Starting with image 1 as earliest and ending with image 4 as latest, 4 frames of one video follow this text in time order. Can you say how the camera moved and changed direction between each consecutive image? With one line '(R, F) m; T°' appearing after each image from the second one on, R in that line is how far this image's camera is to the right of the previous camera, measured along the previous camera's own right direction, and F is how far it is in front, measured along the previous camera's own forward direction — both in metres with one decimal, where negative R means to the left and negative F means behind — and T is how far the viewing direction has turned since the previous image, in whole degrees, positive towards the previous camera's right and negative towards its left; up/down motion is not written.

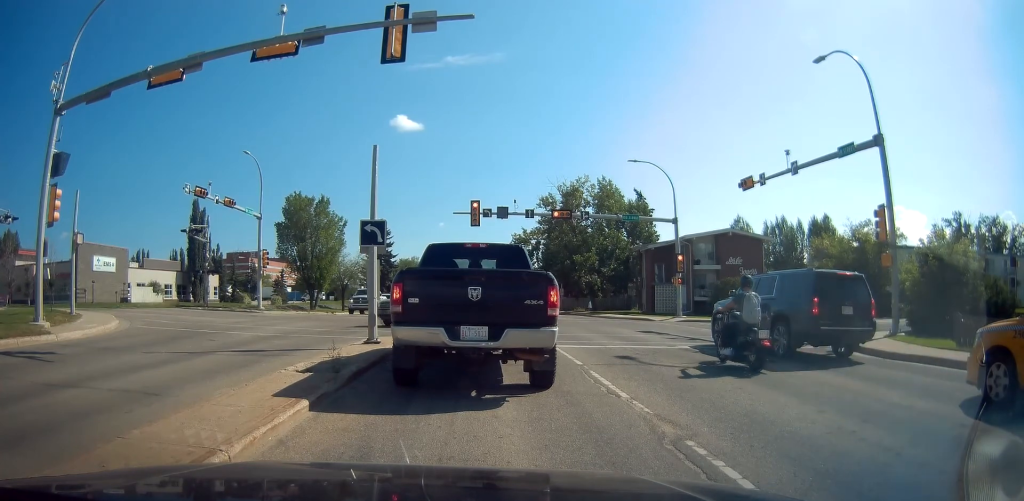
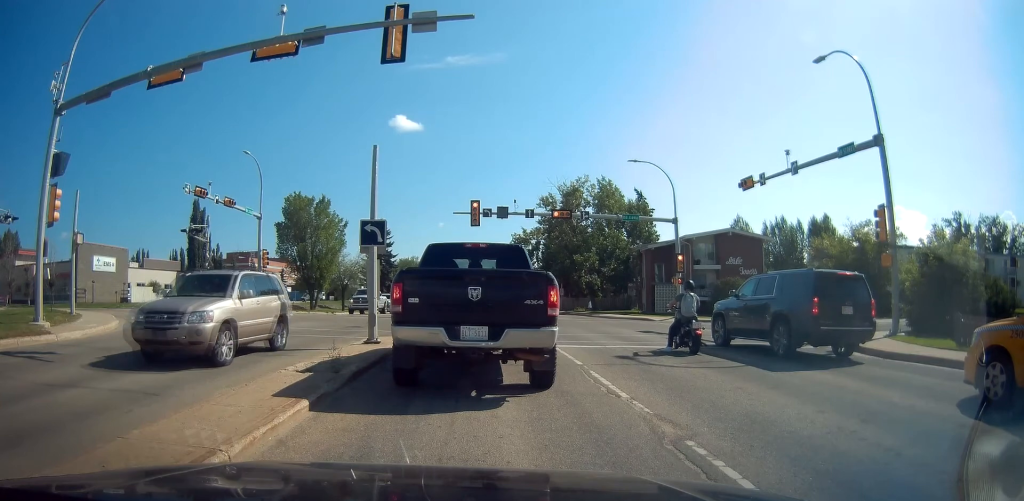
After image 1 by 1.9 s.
(0.0, 0.0) m; 0°
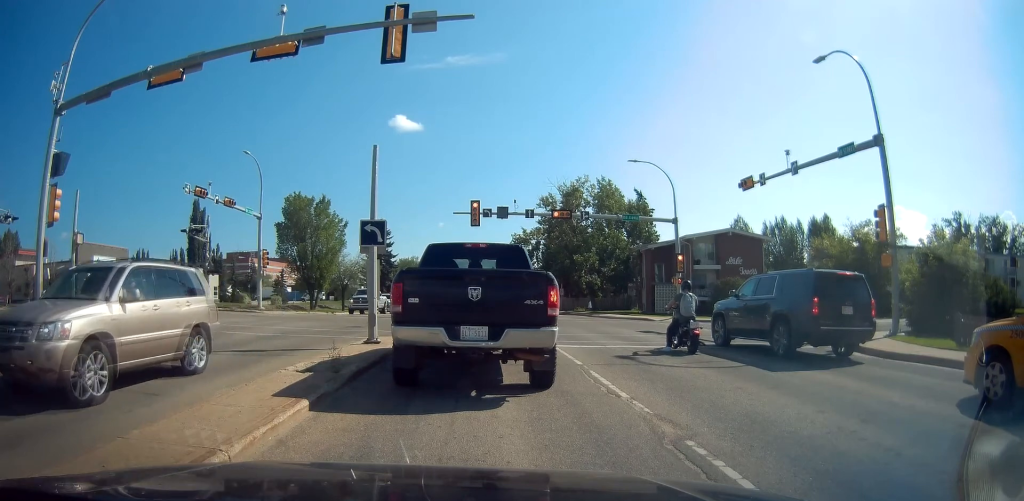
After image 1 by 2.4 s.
(0.0, 0.0) m; 0°
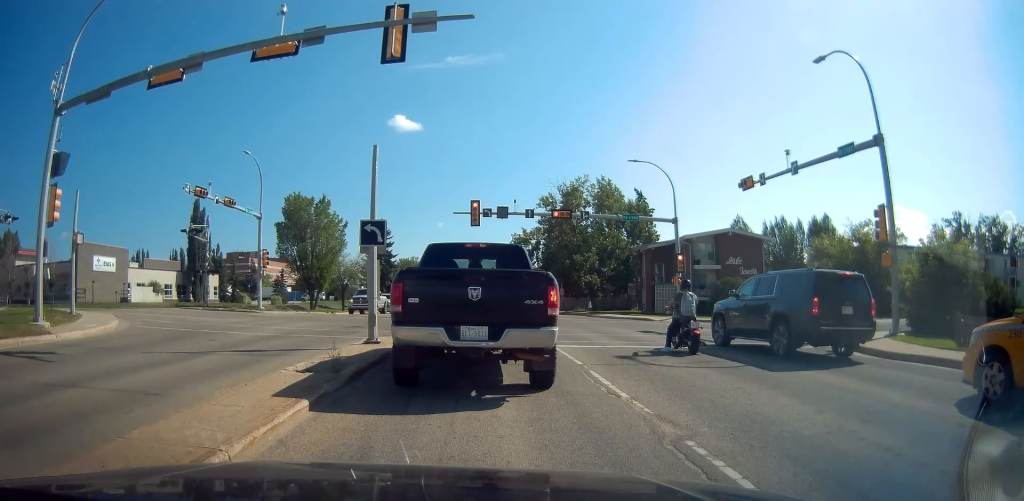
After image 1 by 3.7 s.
(0.0, 0.0) m; 0°
